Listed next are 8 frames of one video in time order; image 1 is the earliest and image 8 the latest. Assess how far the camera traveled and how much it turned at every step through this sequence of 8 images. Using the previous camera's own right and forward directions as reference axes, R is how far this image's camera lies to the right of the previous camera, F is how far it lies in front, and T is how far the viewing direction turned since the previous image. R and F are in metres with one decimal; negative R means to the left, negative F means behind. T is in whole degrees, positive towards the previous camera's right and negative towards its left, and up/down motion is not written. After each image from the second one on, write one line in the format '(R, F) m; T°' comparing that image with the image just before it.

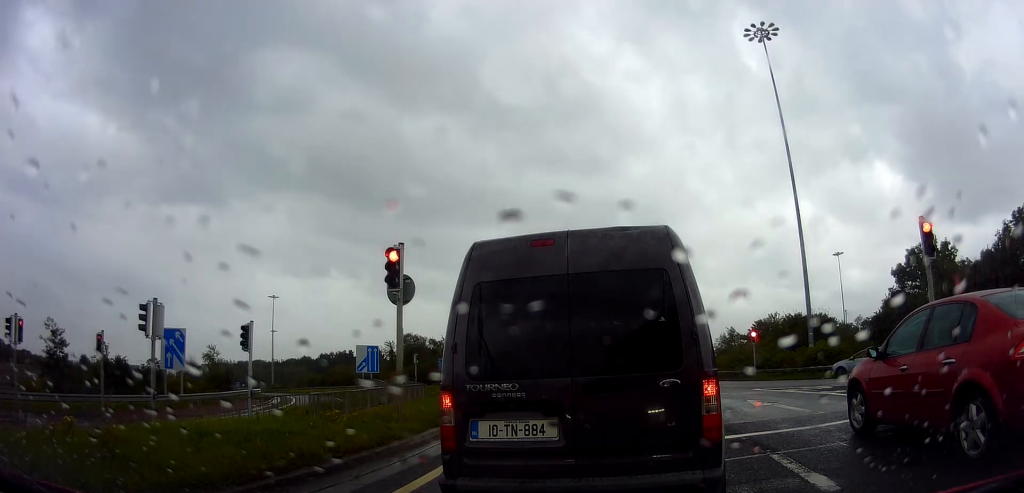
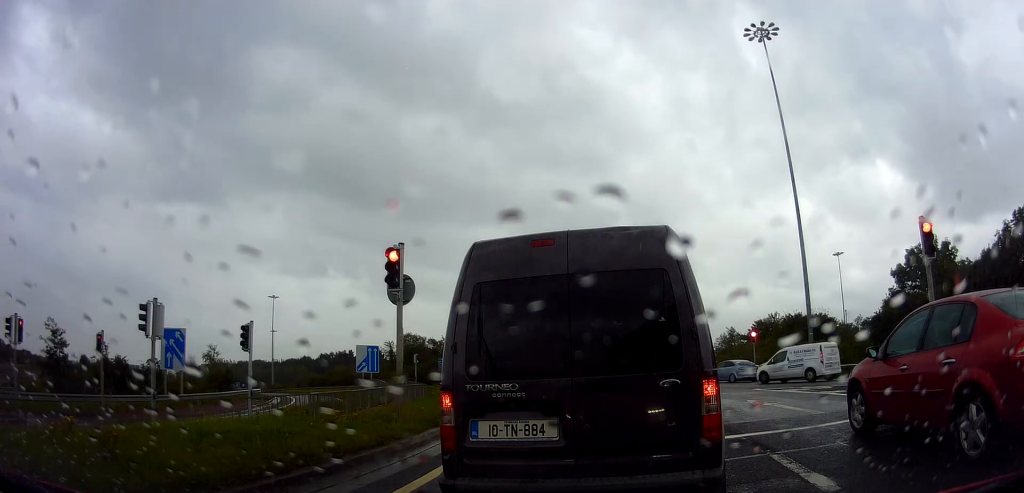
(0.0, 0.0) m; 0°
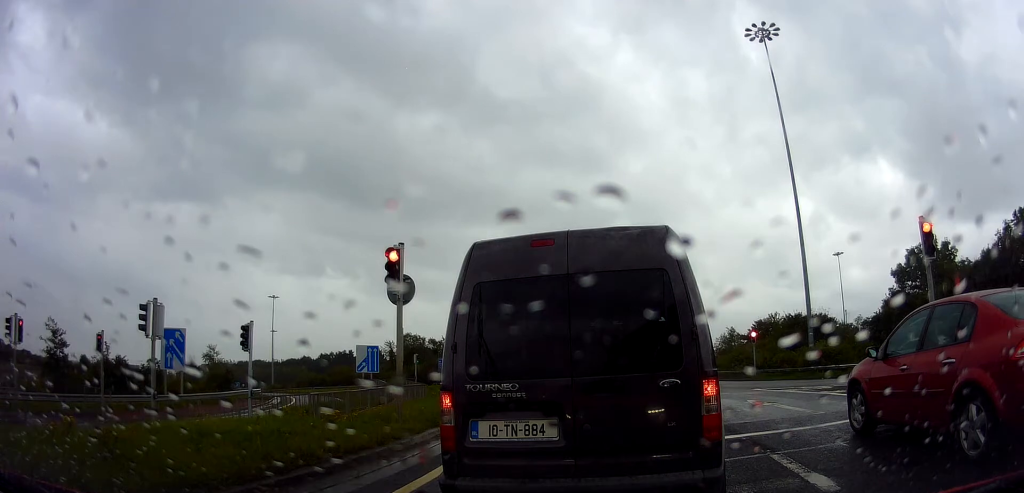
(0.0, 0.0) m; 0°
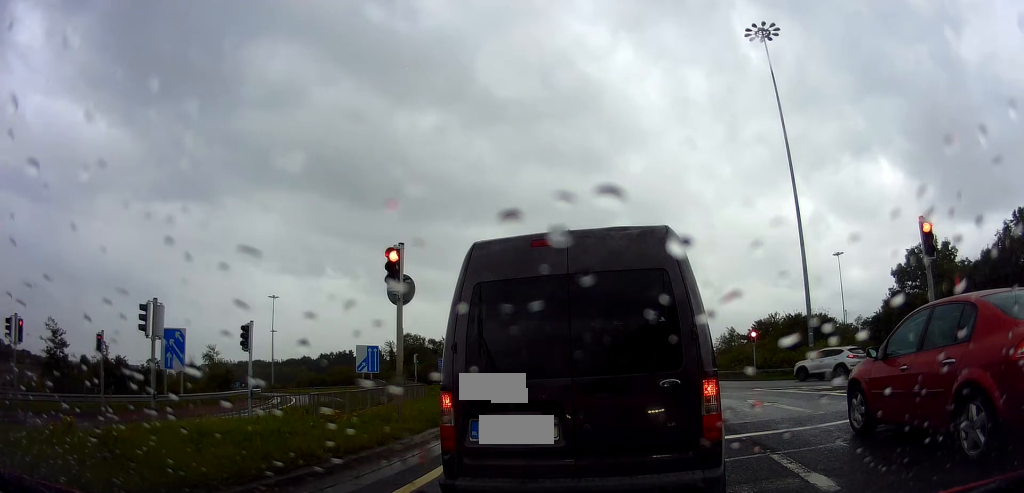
(0.0, 0.0) m; 0°
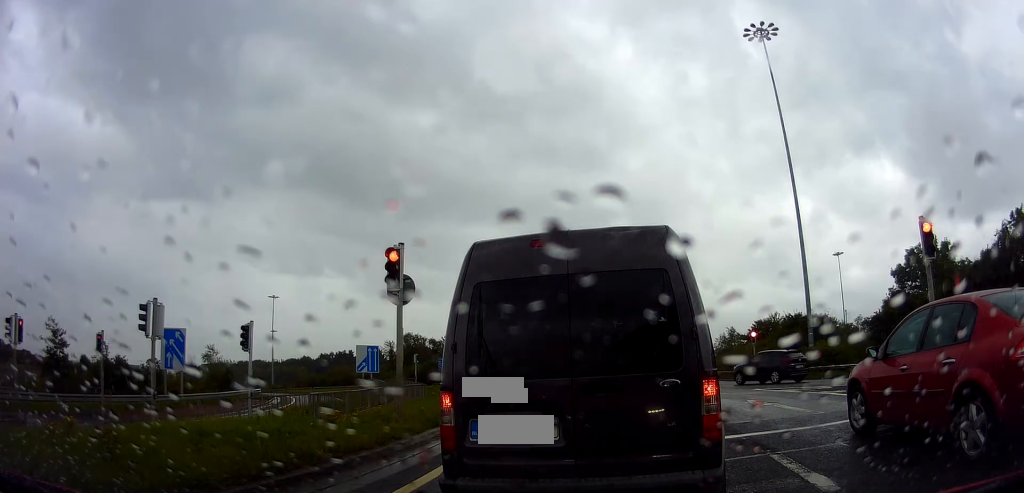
(0.0, 0.0) m; 0°
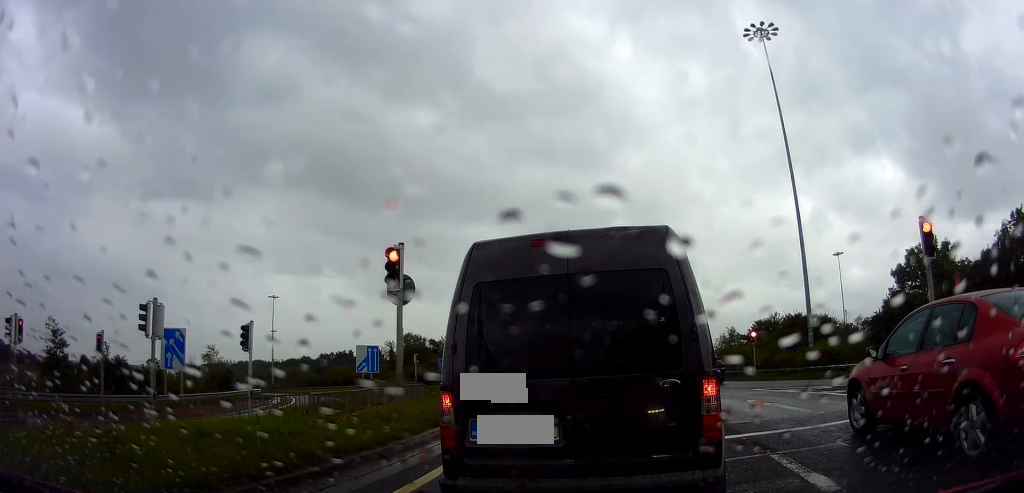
(0.0, 0.0) m; 0°
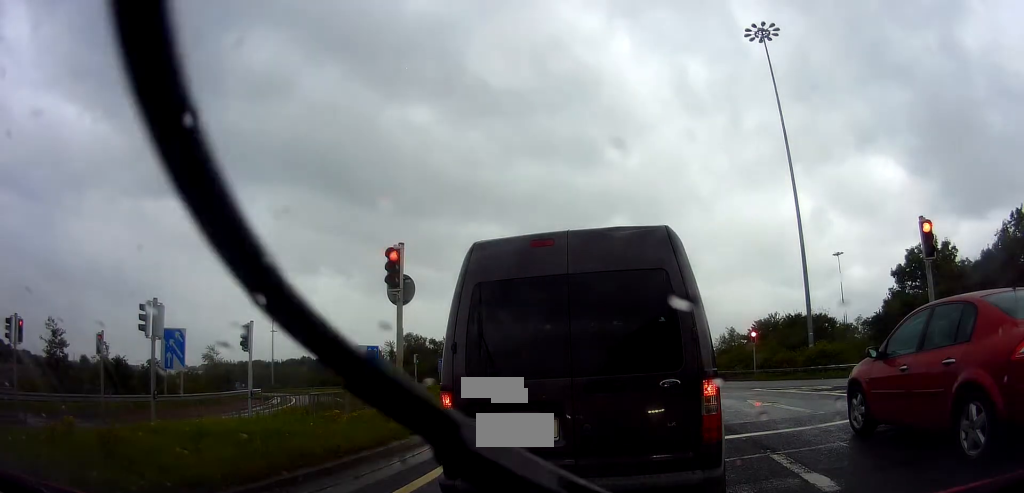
(0.0, 0.0) m; 0°
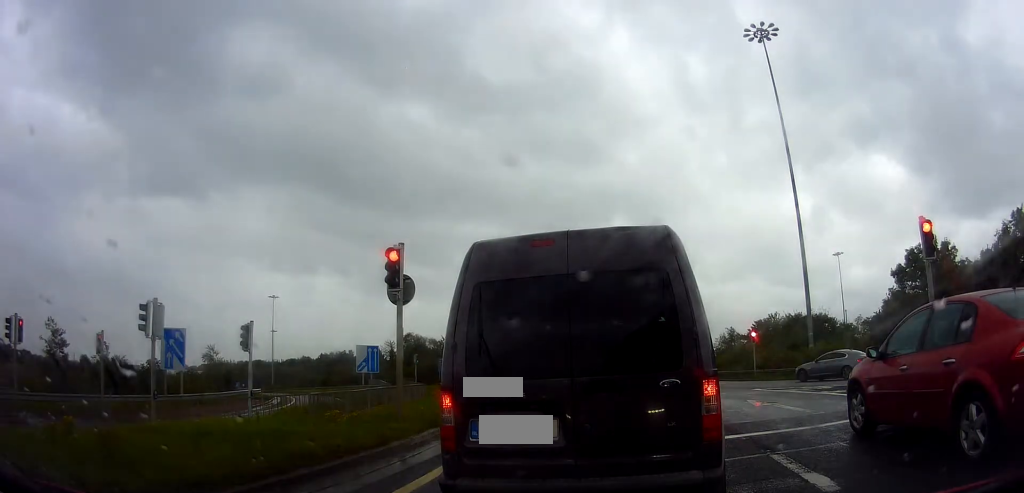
(0.0, 0.0) m; 0°
